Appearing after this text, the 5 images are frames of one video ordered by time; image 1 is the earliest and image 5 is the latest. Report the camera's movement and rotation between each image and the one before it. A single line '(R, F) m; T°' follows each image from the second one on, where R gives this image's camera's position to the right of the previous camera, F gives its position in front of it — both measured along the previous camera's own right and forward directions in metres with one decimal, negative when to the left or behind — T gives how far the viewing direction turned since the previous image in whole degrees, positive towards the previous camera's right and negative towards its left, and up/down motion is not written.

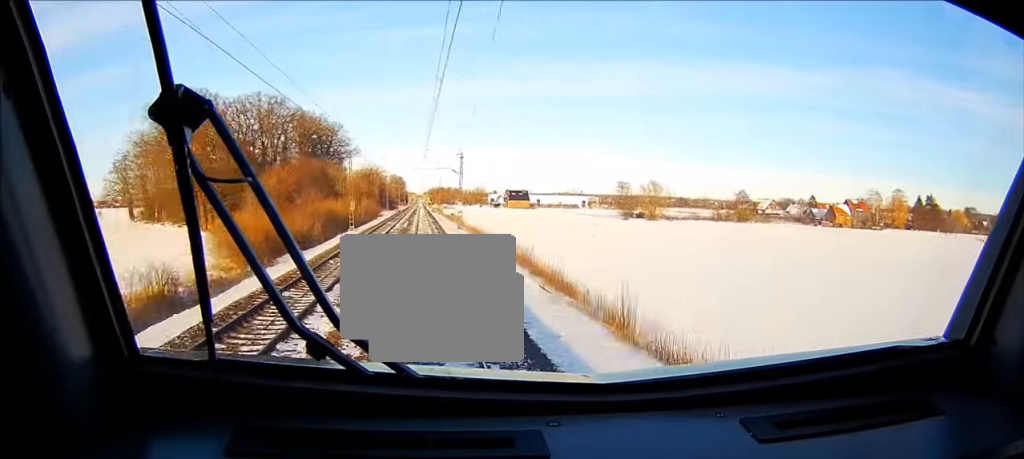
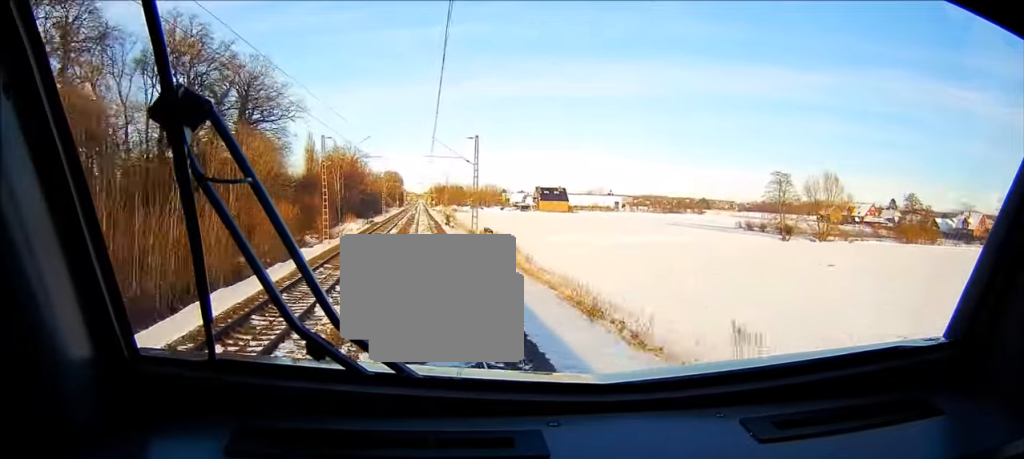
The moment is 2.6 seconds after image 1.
(+0.1, +99.0) m; 0°
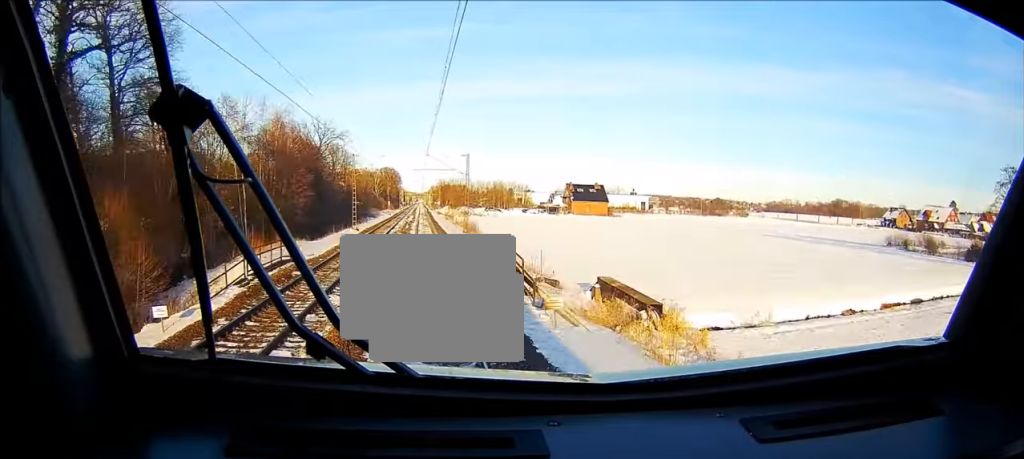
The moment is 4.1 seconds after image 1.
(0.0, +57.7) m; 0°
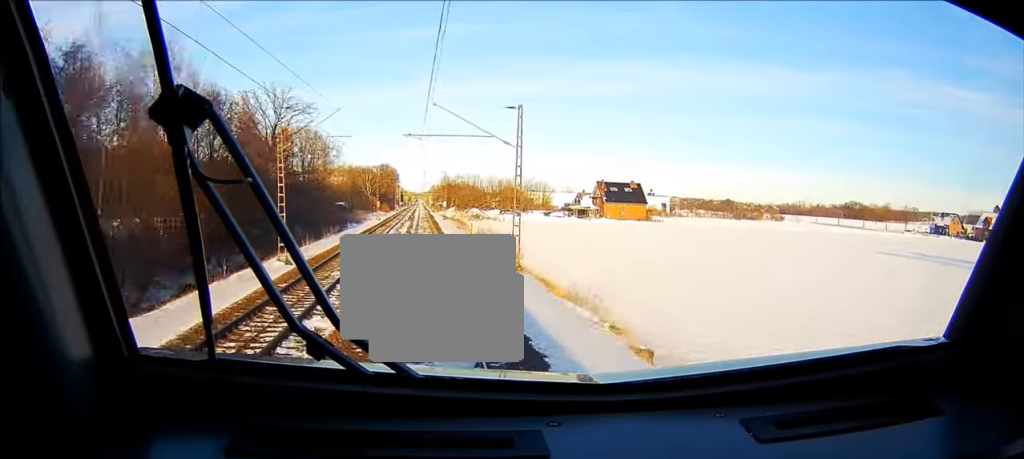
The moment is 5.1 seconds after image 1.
(-0.1, +38.5) m; 0°
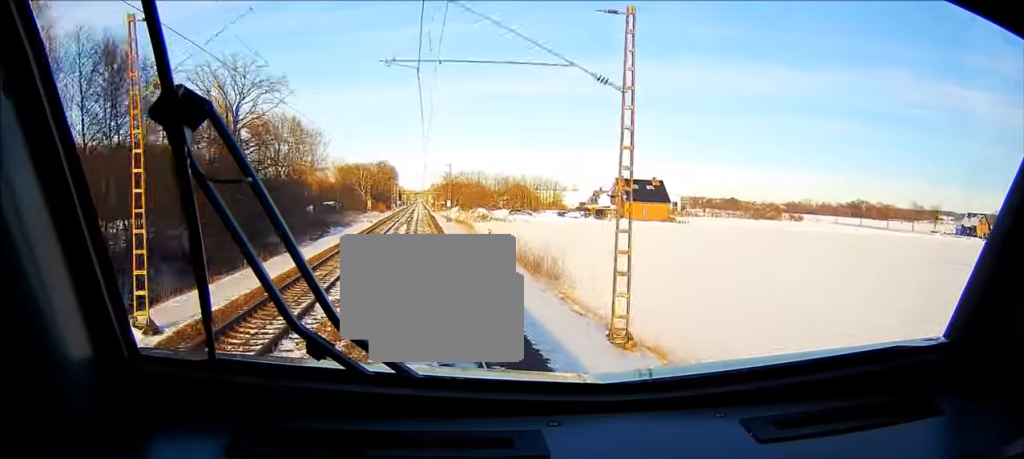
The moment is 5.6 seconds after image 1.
(0.0, +19.3) m; 0°
